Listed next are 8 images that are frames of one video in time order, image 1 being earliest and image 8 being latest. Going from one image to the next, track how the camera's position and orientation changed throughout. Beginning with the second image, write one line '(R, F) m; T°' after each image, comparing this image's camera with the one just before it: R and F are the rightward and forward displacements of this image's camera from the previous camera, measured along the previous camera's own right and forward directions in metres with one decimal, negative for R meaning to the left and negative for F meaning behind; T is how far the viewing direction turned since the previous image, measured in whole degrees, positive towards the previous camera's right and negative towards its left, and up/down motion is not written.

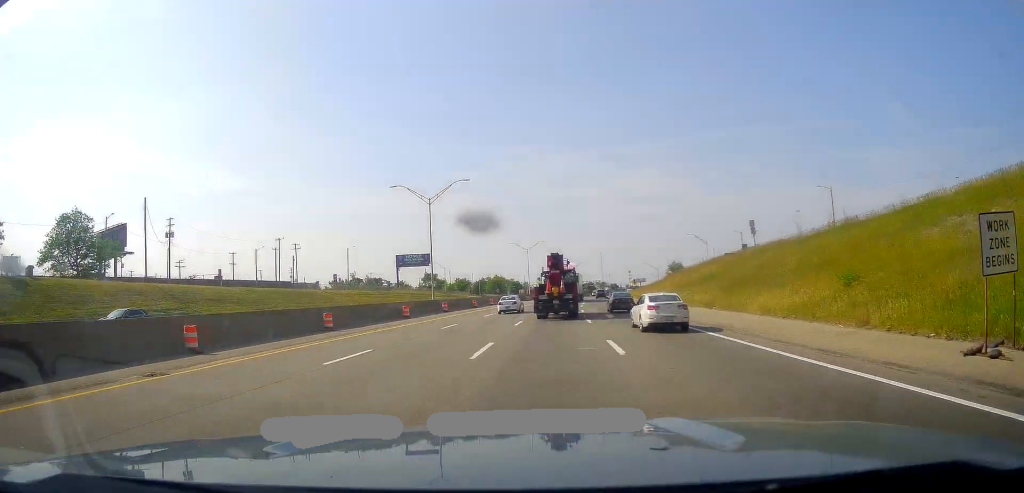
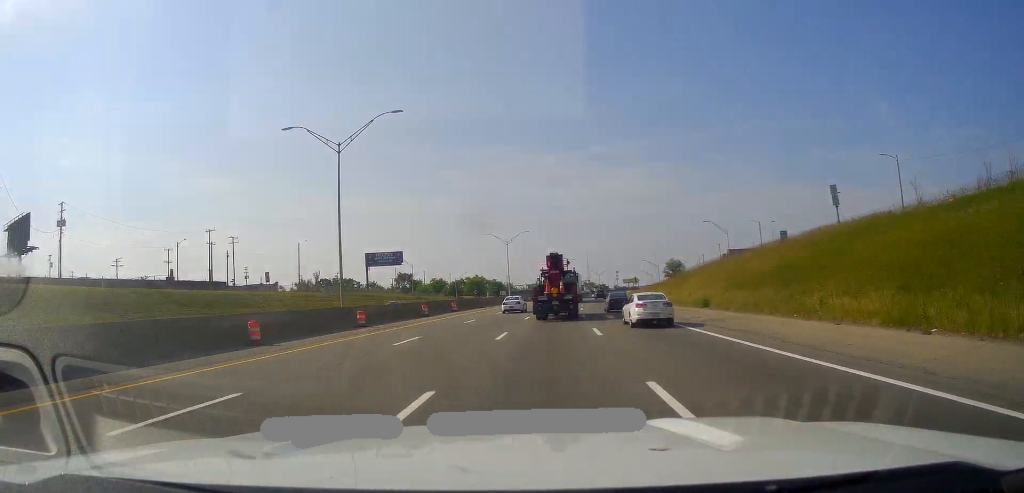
(-0.3, +23.5) m; +1°
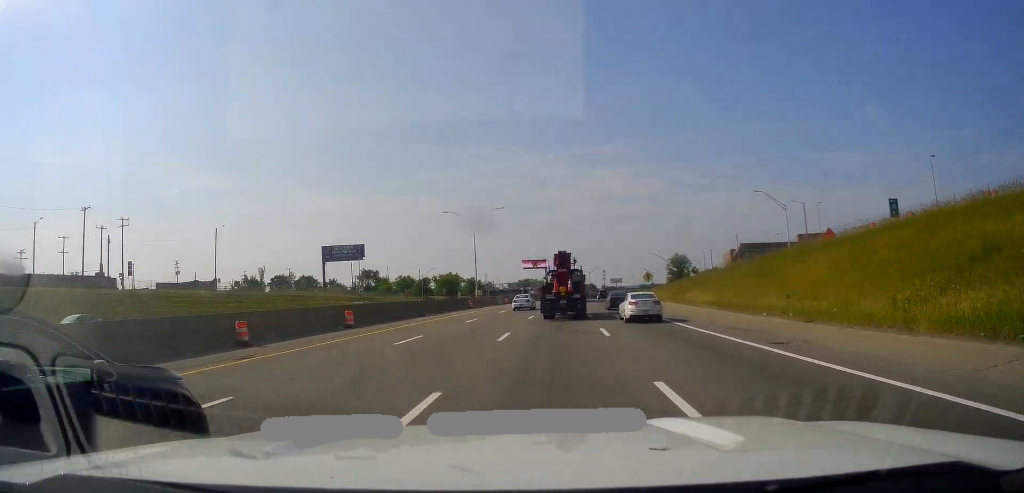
(+0.7, +31.1) m; +3°
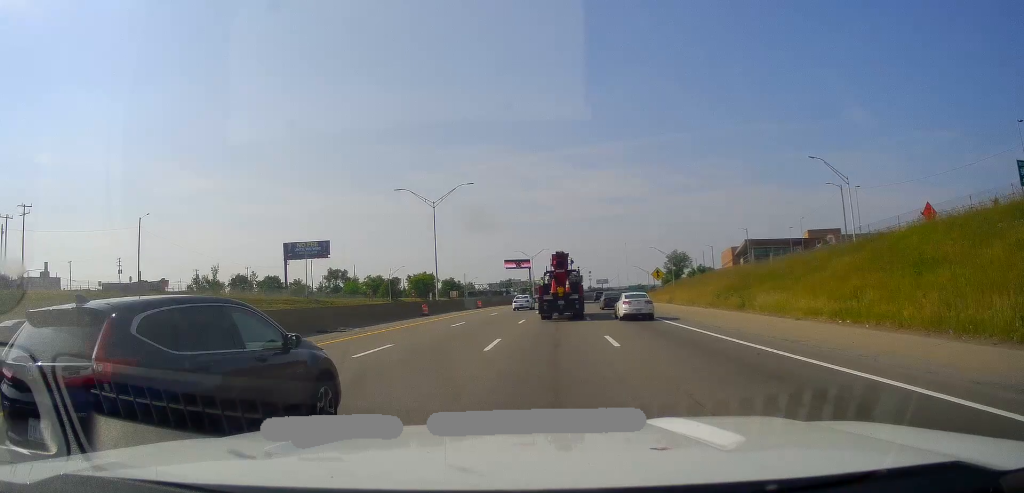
(+0.6, +19.3) m; +2°
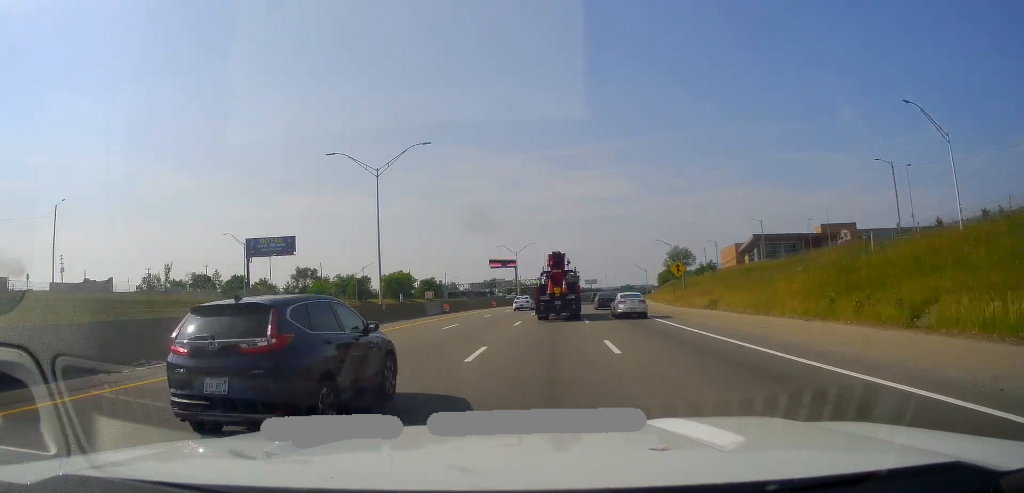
(+0.2, +17.2) m; +1°
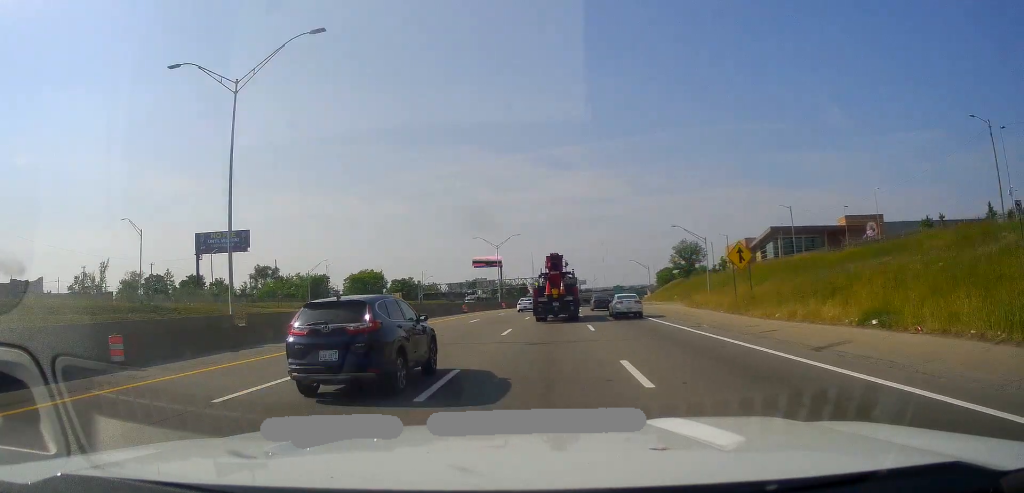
(+0.4, +20.8) m; 0°
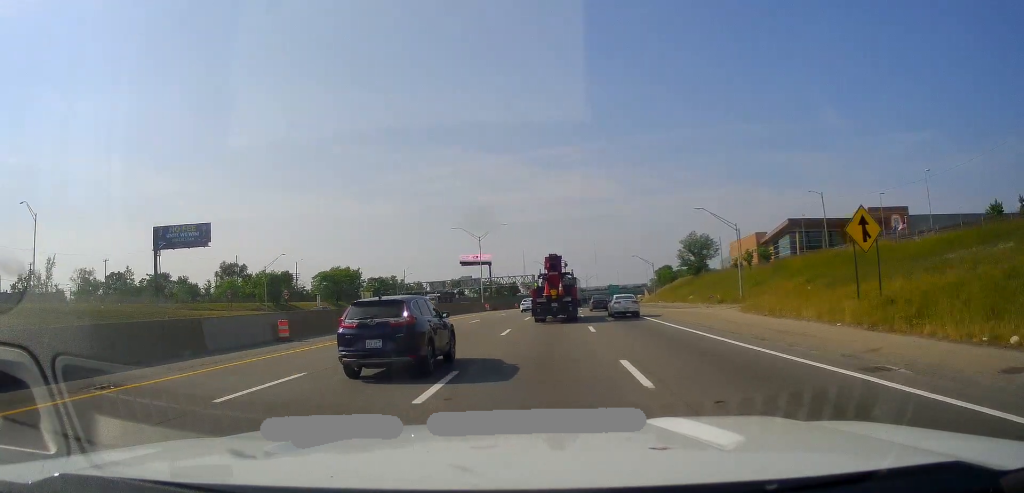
(-0.2, +15.2) m; 0°
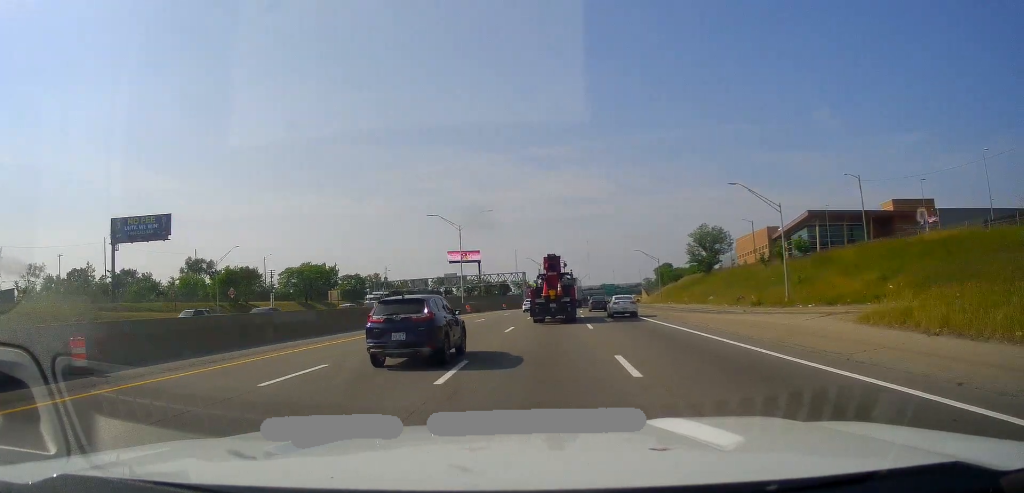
(-0.3, +13.2) m; 0°
